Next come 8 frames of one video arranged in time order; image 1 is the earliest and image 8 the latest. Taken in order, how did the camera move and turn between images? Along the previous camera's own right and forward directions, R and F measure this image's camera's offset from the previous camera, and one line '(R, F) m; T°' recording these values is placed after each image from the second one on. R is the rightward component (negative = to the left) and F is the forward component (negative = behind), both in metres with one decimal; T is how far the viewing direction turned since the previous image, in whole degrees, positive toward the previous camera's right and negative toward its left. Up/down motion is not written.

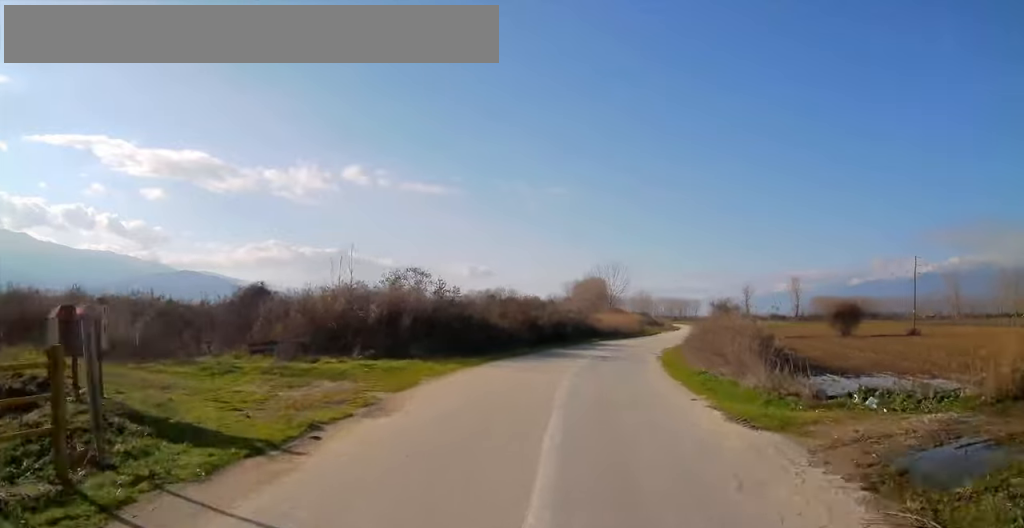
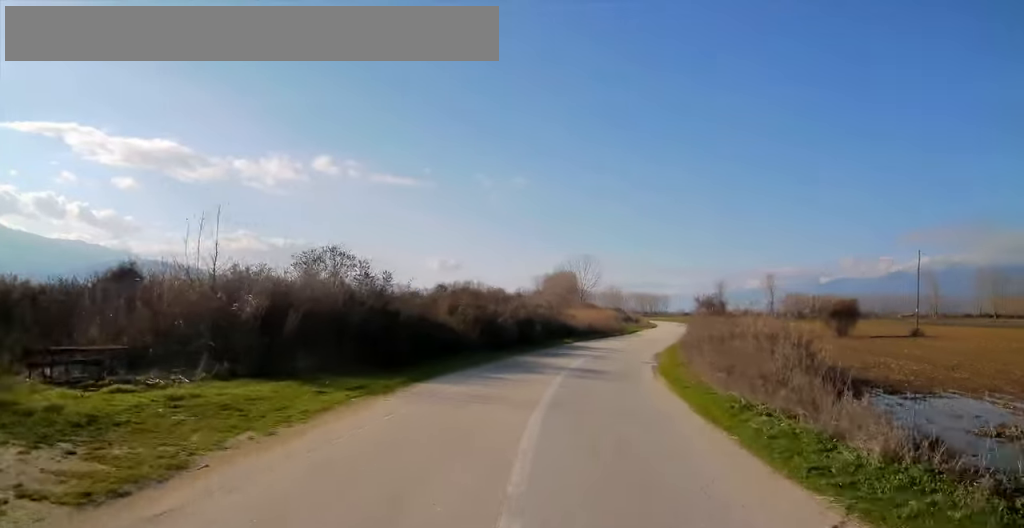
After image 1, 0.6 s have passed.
(+0.4, +7.9) m; +2°
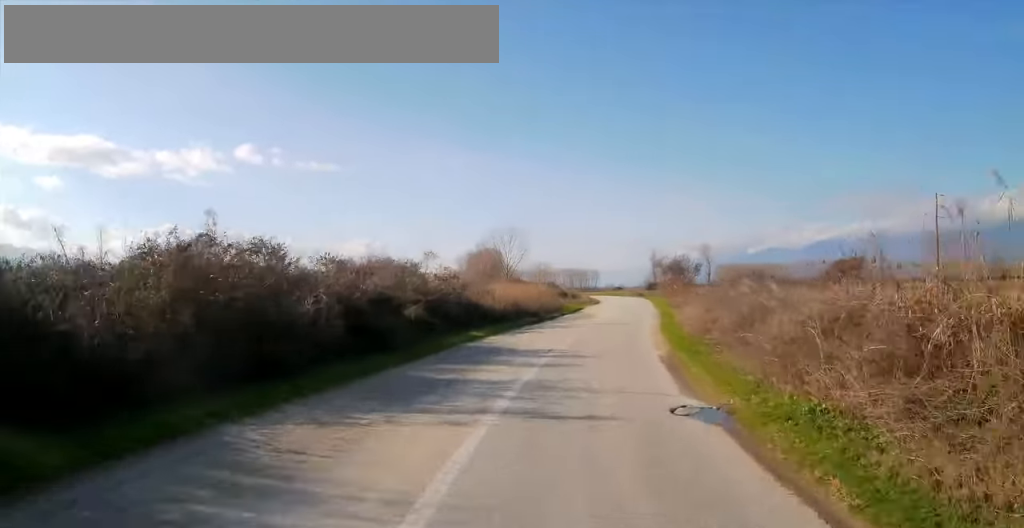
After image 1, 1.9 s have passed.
(+0.6, +18.2) m; +7°
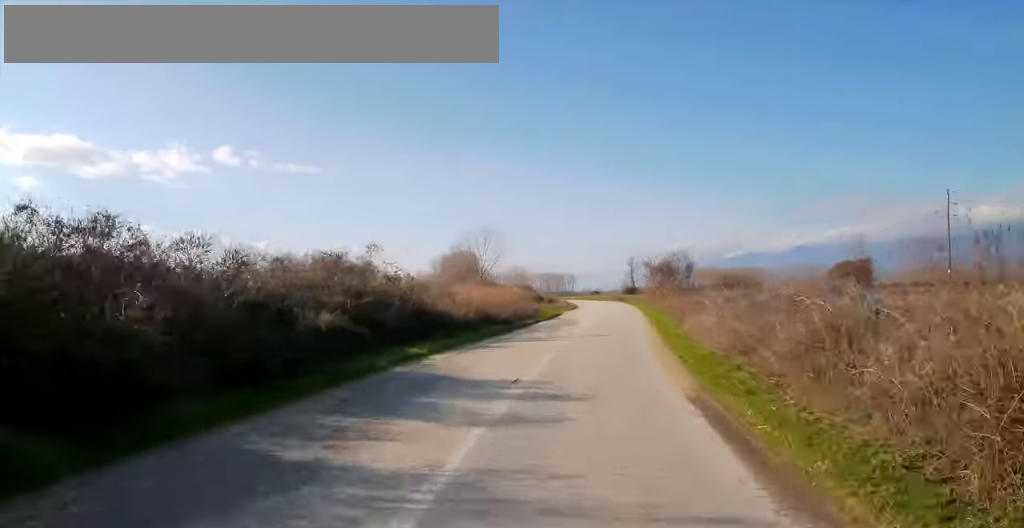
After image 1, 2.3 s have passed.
(+0.4, +5.7) m; +2°
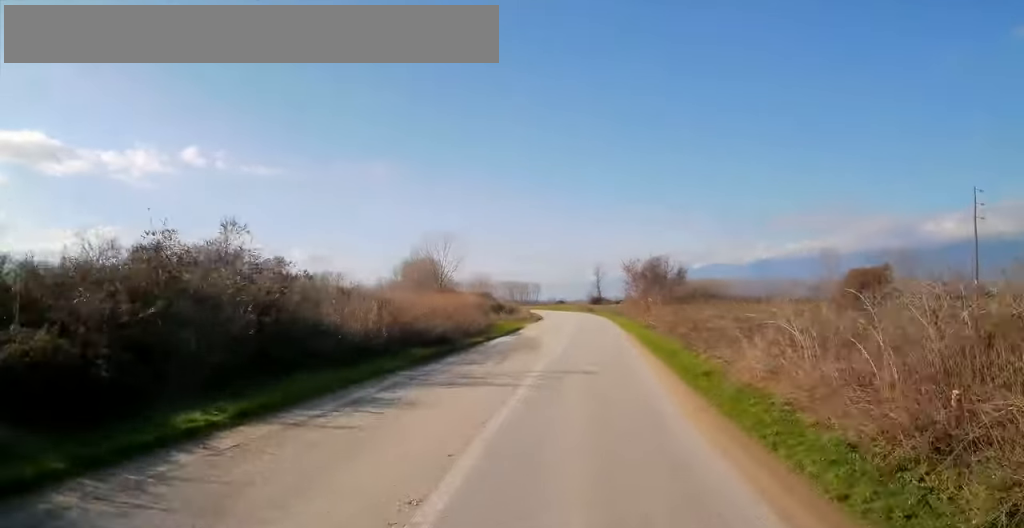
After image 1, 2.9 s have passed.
(+0.3, +8.6) m; +2°
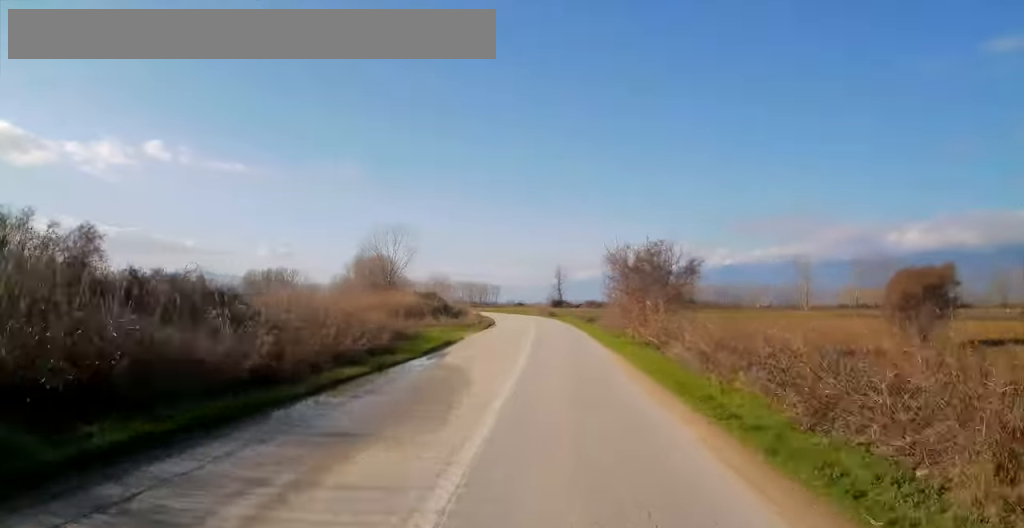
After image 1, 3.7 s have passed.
(-0.1, +12.0) m; +2°
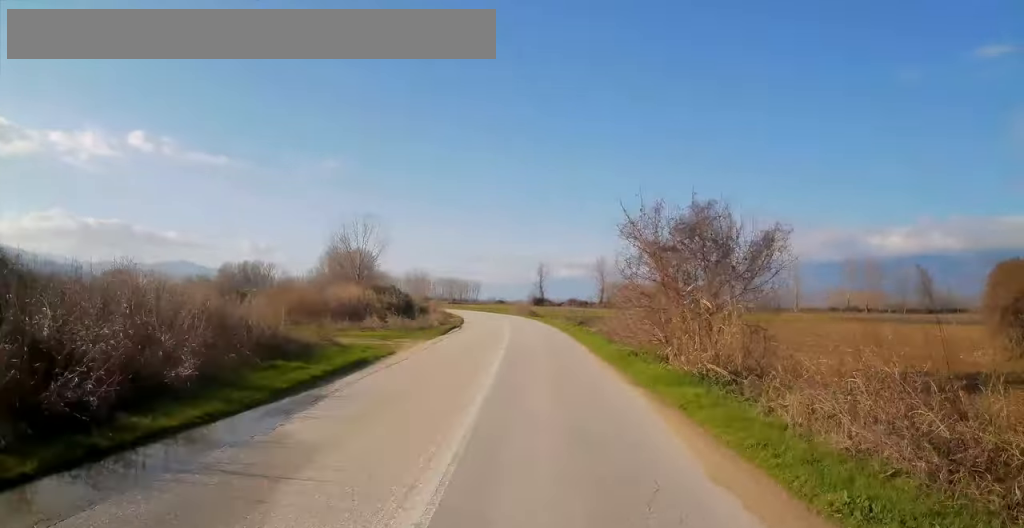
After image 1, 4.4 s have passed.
(+0.3, +10.3) m; +1°
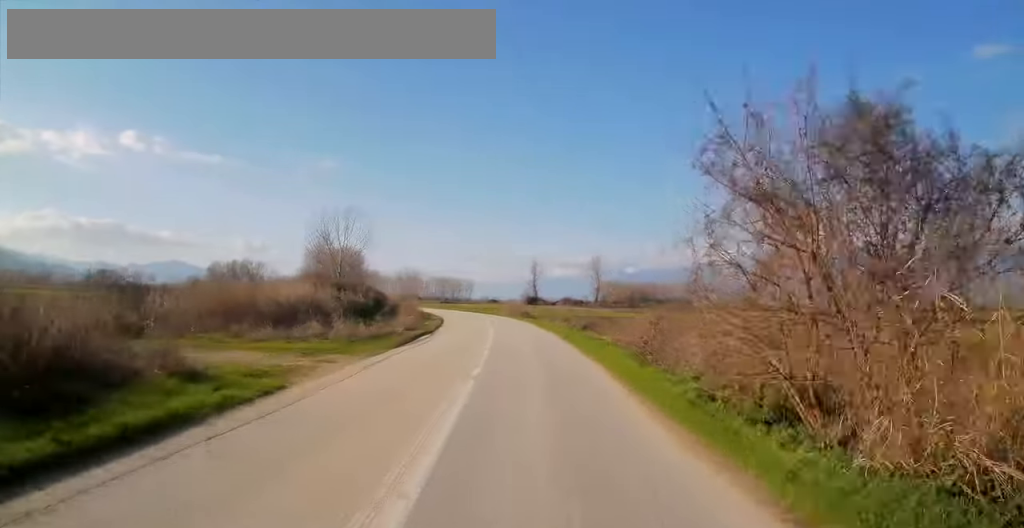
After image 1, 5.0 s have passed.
(+0.1, +8.3) m; +1°
